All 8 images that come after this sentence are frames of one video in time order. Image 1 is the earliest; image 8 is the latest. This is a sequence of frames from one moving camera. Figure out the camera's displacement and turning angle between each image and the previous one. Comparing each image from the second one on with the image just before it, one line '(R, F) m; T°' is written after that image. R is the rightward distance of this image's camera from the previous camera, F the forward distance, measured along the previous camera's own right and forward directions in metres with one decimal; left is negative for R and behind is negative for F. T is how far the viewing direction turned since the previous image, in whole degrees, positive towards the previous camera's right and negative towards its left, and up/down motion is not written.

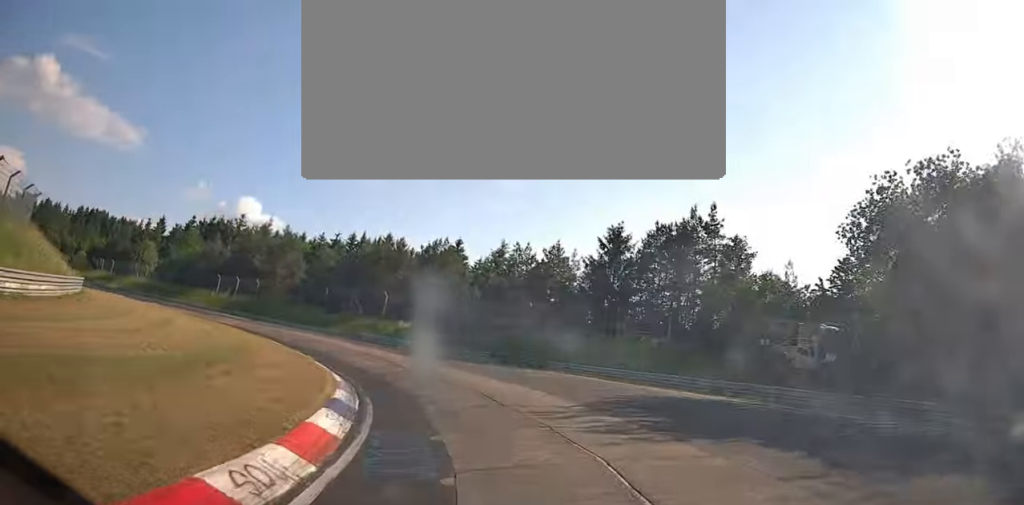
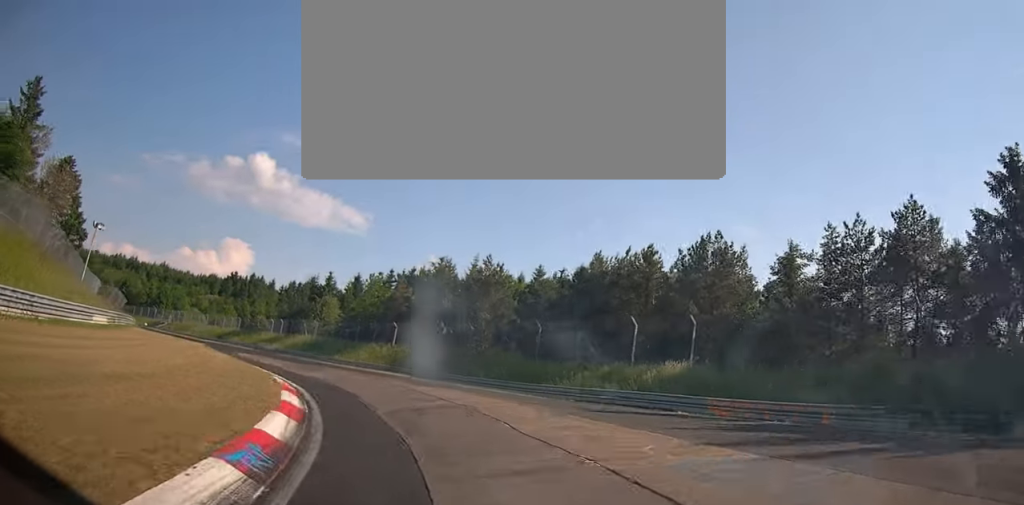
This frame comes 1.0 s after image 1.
(-5.1, +21.8) m; -26°
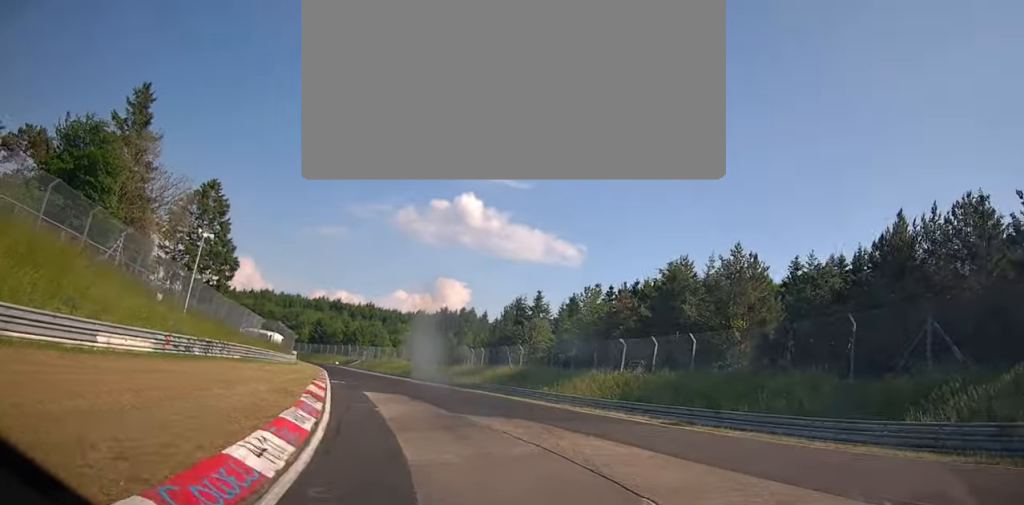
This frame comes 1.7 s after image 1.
(-3.1, +14.9) m; -13°
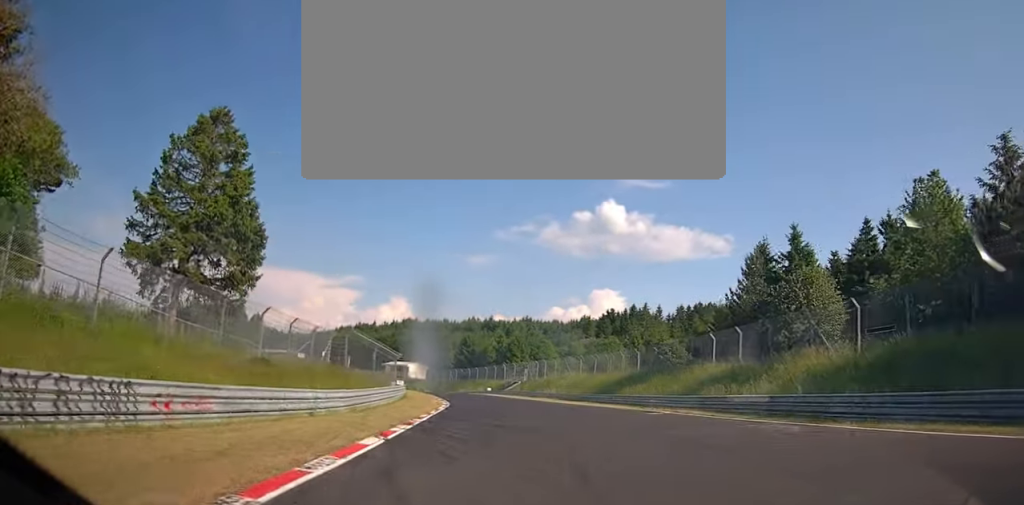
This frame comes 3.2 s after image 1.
(-5.7, +35.7) m; -14°
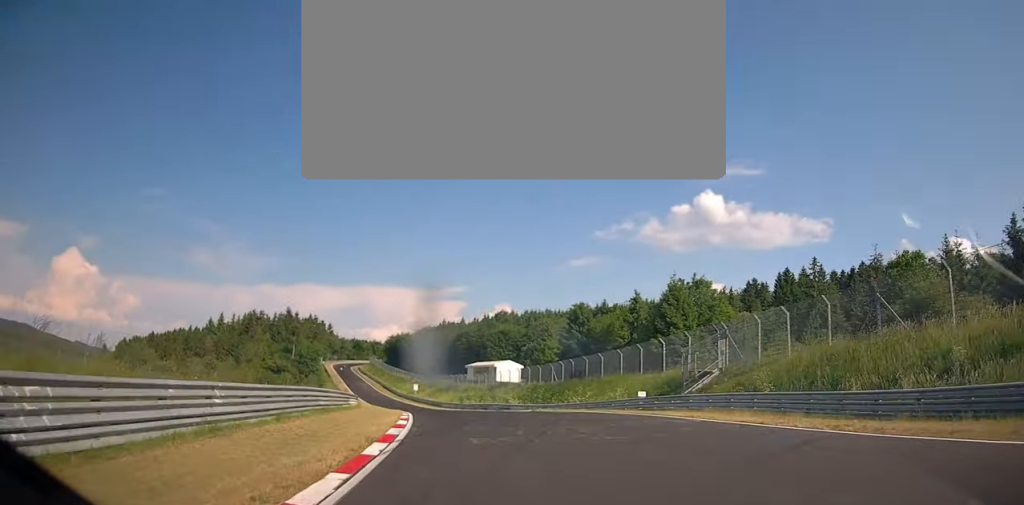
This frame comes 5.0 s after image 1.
(-5.0, +55.1) m; -9°
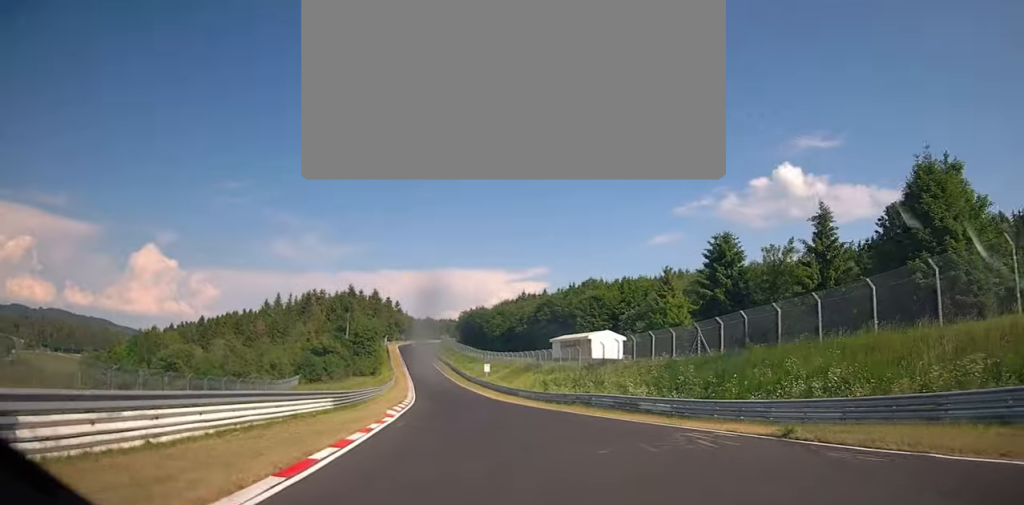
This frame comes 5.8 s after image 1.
(-0.8, +30.0) m; -4°
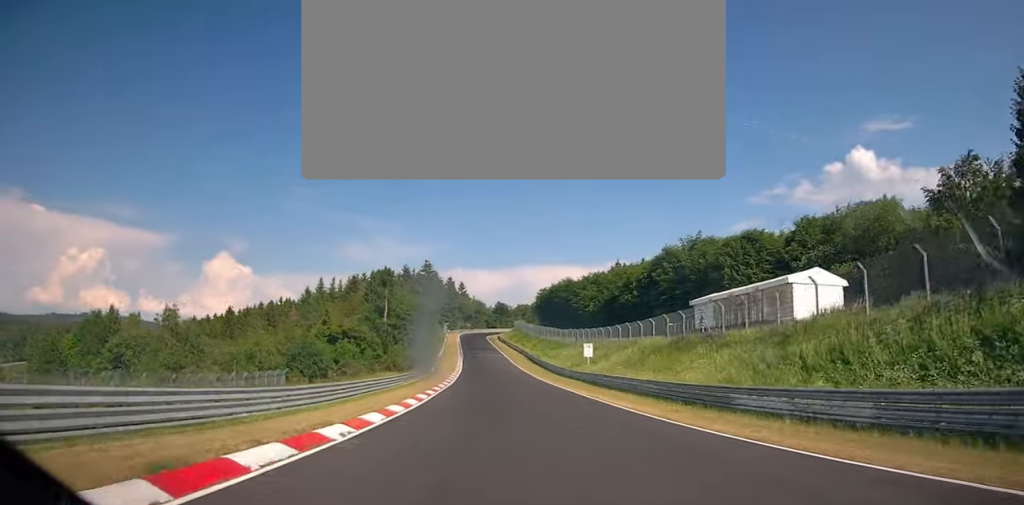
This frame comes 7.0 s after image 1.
(-2.5, +45.2) m; -7°
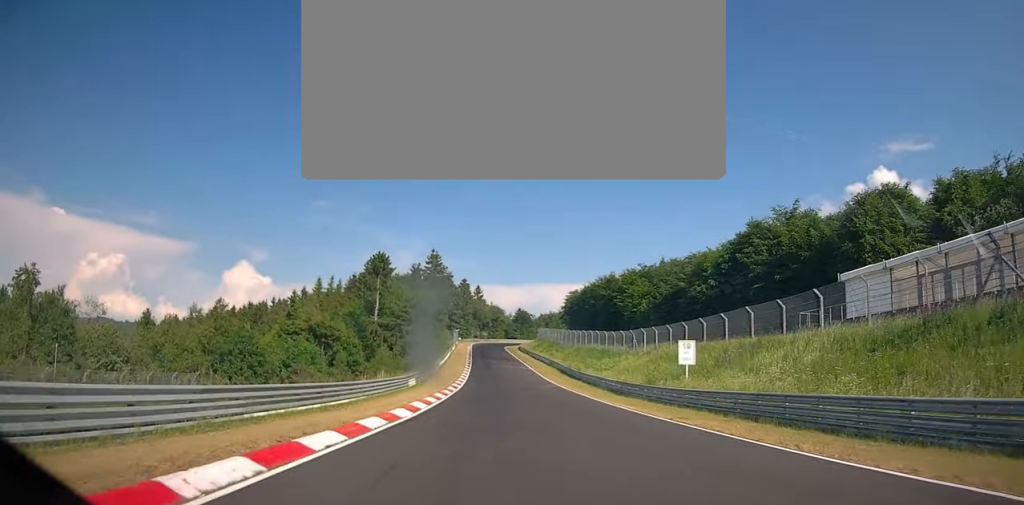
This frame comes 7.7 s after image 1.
(-1.0, +27.6) m; -2°
